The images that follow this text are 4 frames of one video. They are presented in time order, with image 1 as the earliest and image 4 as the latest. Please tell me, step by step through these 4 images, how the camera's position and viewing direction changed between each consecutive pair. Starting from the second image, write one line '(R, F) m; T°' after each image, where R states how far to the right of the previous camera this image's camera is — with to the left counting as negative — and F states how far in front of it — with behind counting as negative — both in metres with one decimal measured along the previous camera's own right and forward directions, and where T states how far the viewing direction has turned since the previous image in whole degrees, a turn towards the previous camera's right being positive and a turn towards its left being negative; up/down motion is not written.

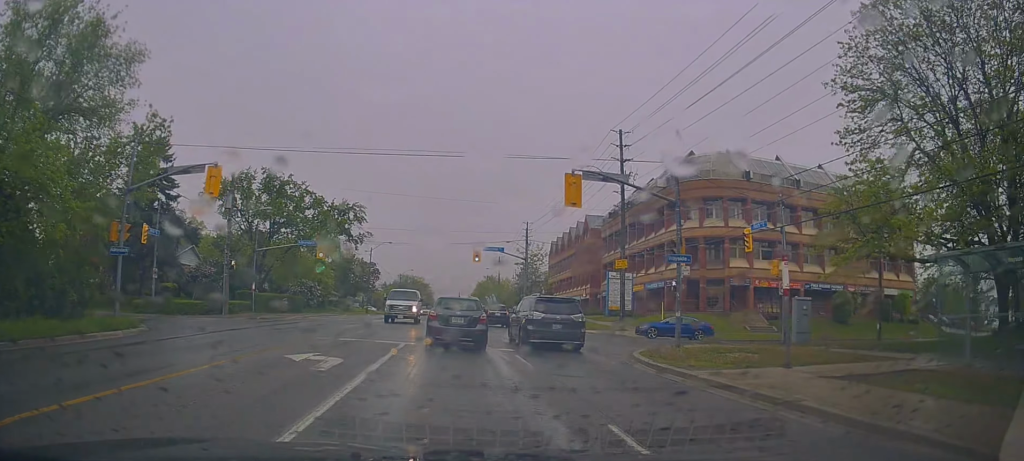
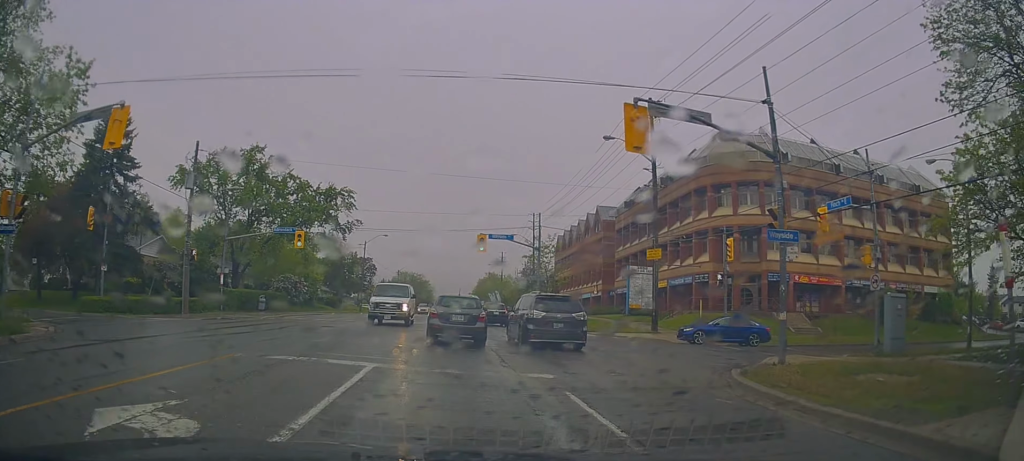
(+0.5, +6.5) m; 0°
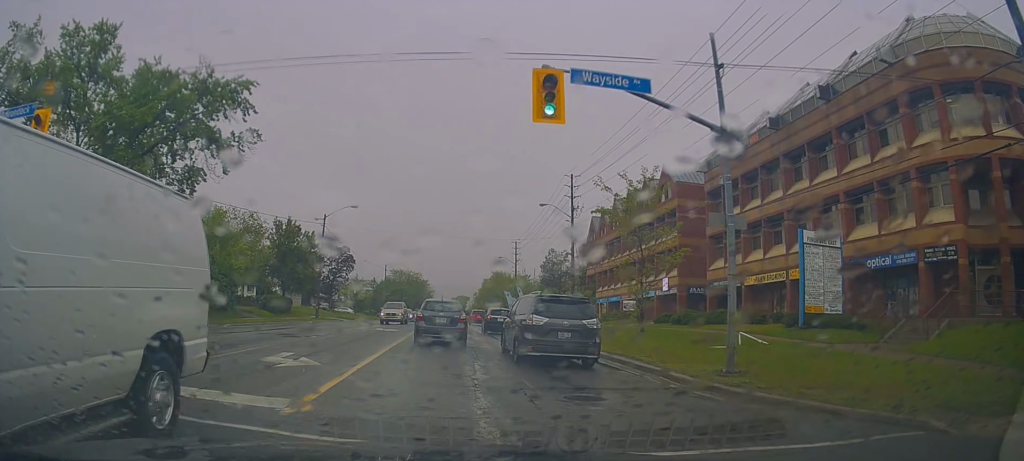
(-0.5, +27.0) m; 0°
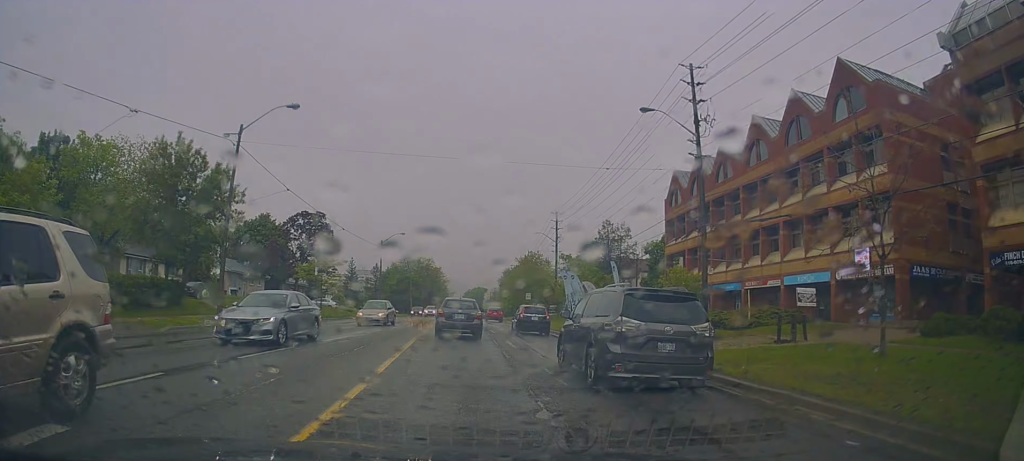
(-1.3, +27.4) m; -1°
